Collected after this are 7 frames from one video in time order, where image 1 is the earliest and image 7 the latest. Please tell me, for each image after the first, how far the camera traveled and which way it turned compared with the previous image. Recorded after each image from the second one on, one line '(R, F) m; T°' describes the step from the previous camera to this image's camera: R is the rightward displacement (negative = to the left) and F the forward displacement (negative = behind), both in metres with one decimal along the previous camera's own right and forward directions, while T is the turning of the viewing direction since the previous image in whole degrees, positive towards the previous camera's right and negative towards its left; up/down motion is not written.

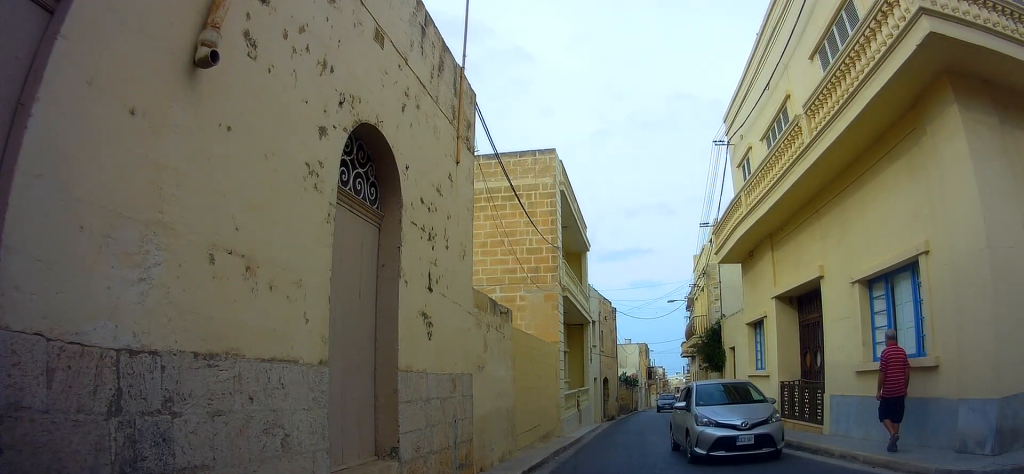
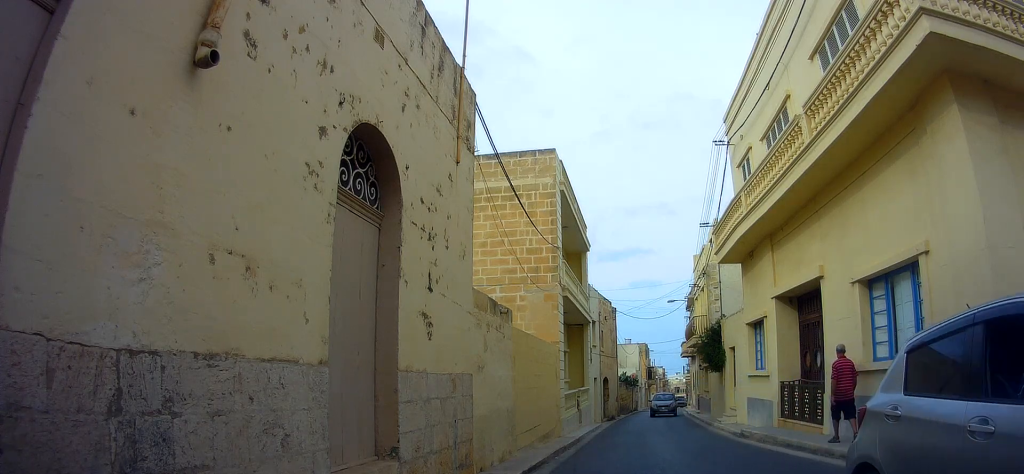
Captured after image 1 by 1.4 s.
(0.0, 0.0) m; 0°
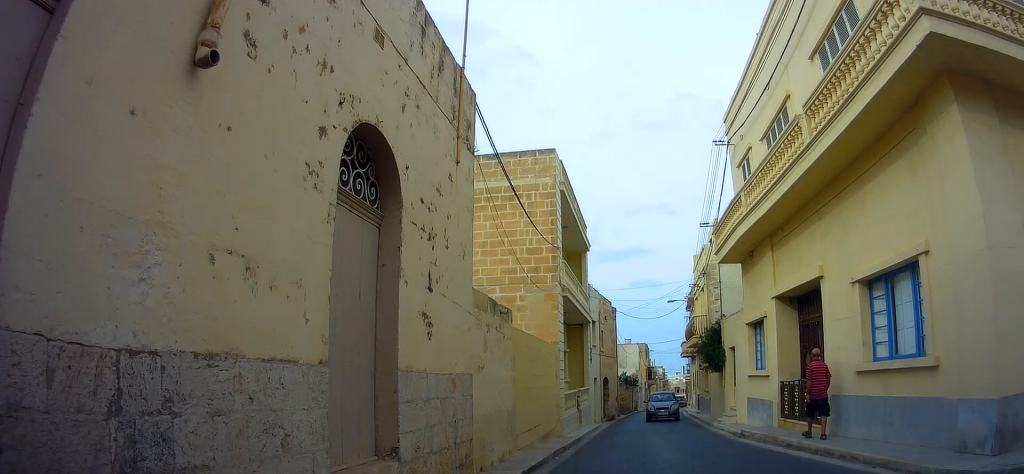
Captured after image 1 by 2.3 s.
(0.0, 0.0) m; 0°
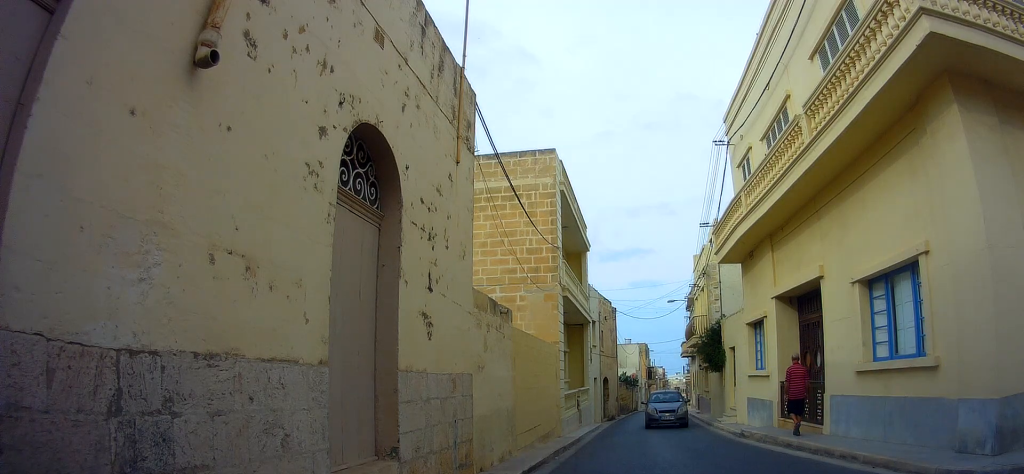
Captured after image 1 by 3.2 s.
(0.0, +0.3) m; 0°
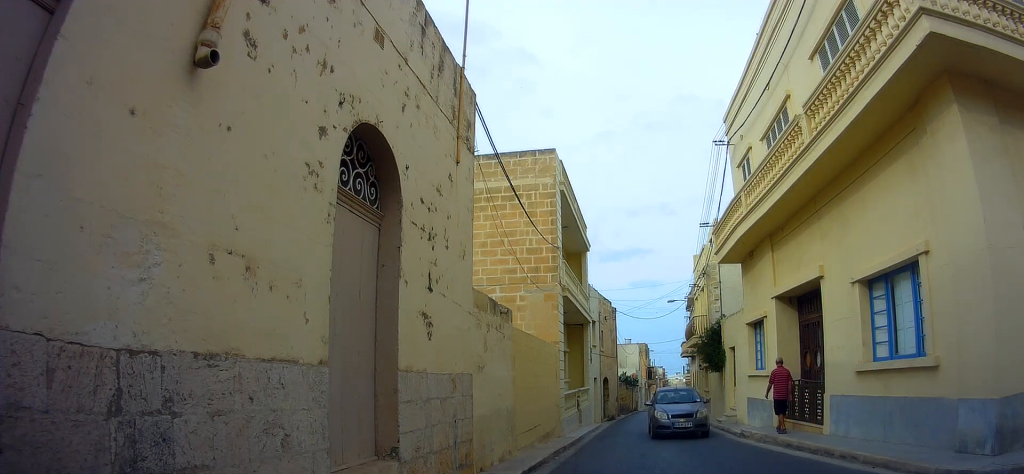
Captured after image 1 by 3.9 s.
(0.0, +0.3) m; 0°
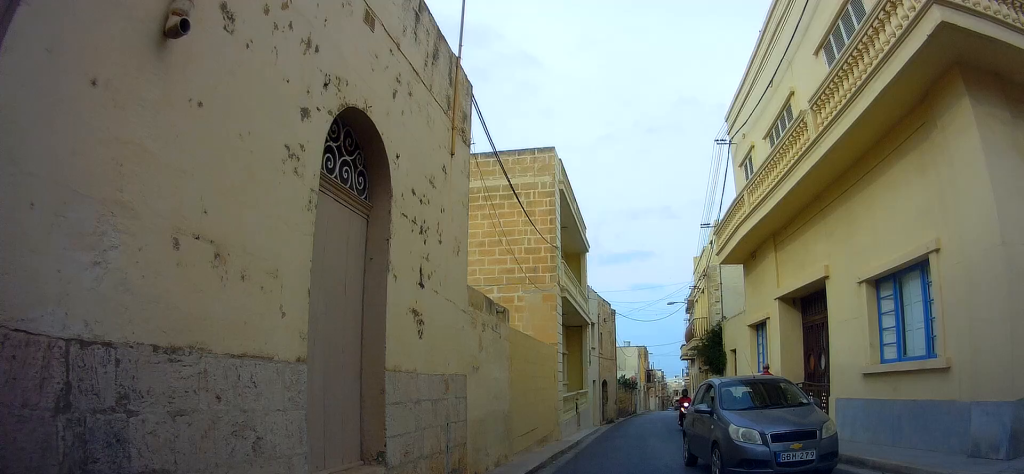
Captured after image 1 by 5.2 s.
(0.0, +0.5) m; 0°
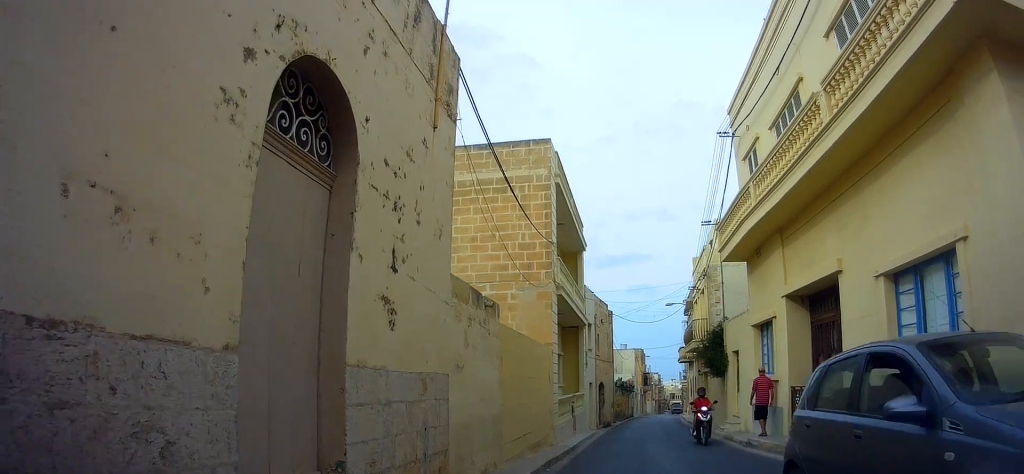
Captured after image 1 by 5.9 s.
(0.0, +0.3) m; 0°
